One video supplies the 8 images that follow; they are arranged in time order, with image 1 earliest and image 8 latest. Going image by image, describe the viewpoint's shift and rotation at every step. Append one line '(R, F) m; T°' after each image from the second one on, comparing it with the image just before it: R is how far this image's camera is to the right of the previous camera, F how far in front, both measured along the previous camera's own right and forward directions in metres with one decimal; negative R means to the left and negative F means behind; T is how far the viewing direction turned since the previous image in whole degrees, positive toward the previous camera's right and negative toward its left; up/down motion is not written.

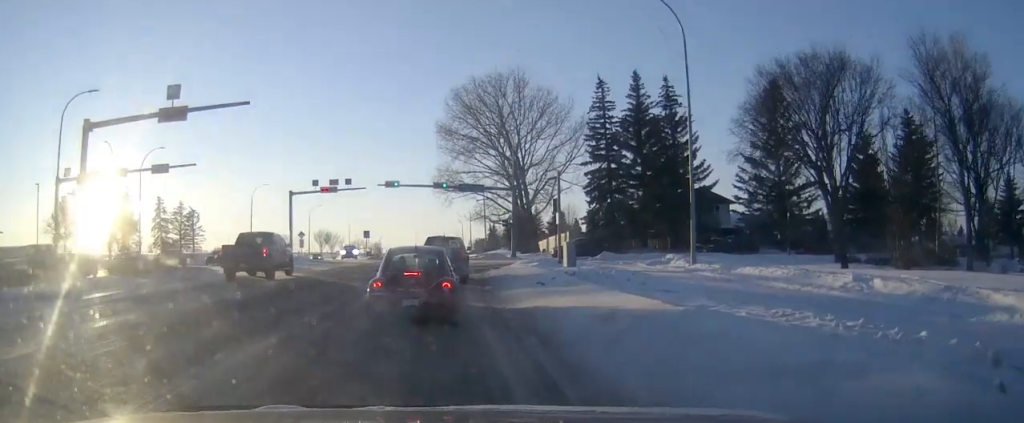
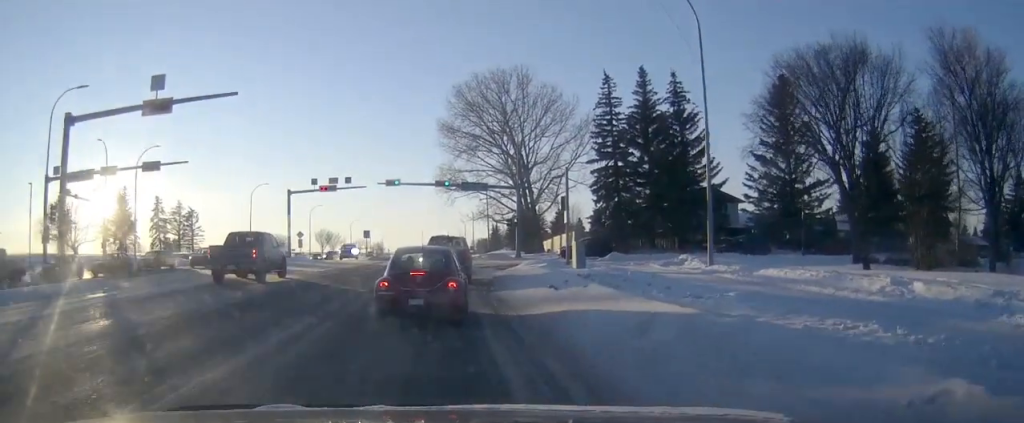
(0.0, +1.9) m; 0°
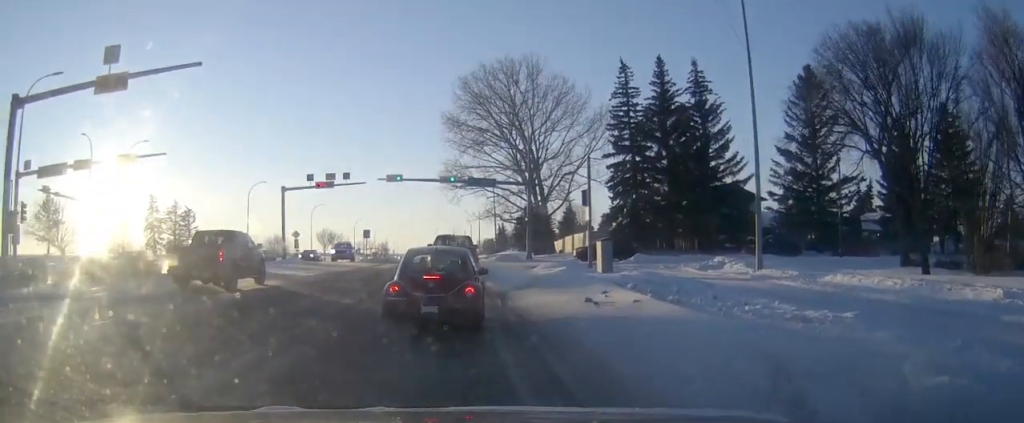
(0.0, +4.3) m; +1°
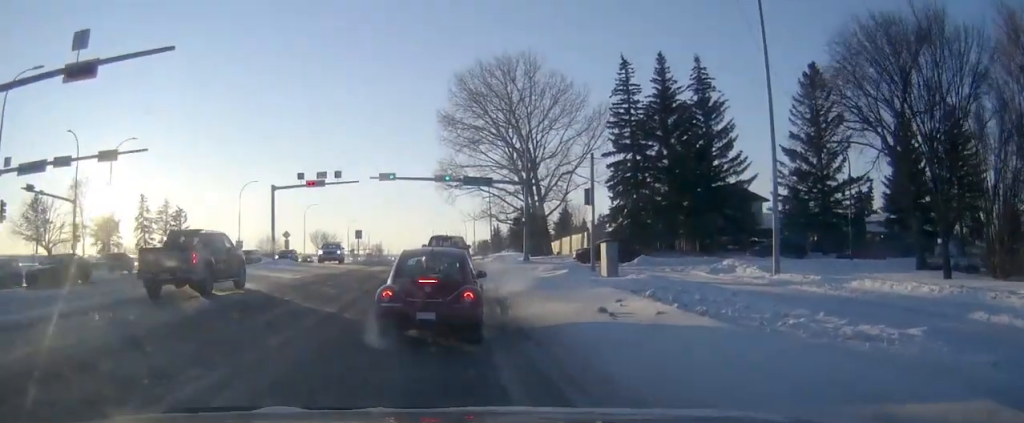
(0.0, +1.9) m; 0°
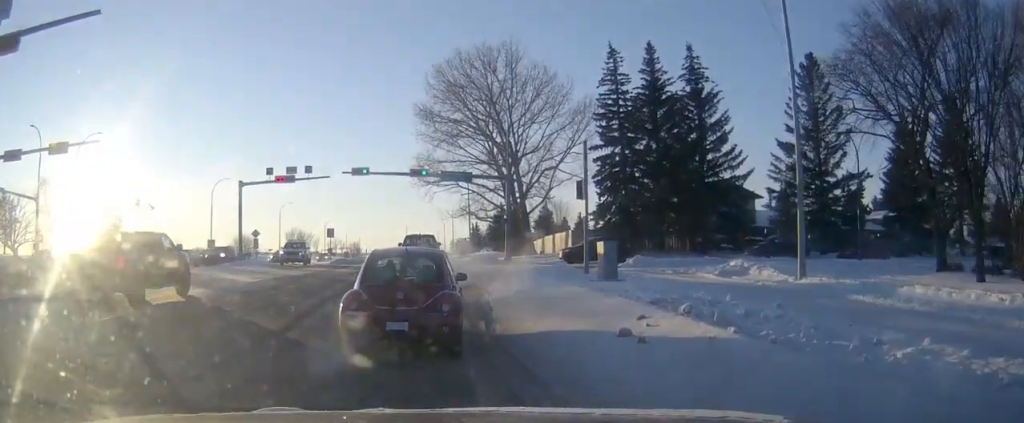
(0.0, +3.7) m; 0°
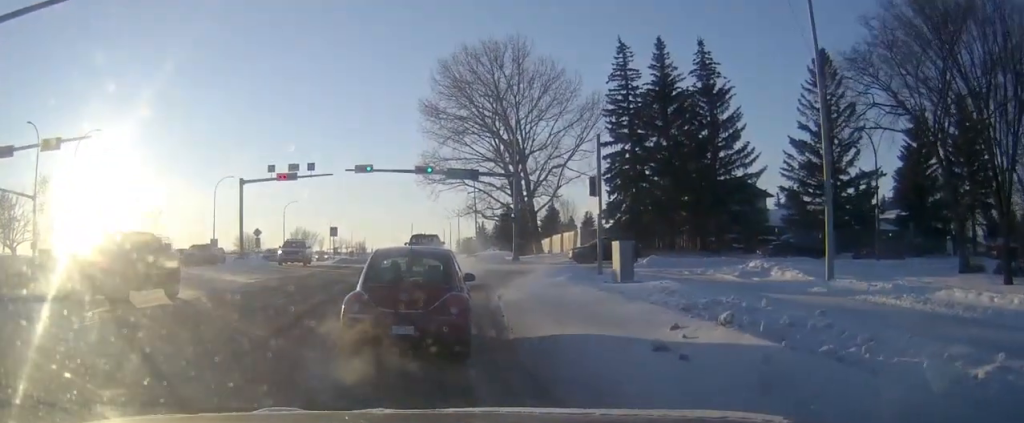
(0.0, +1.4) m; 0°
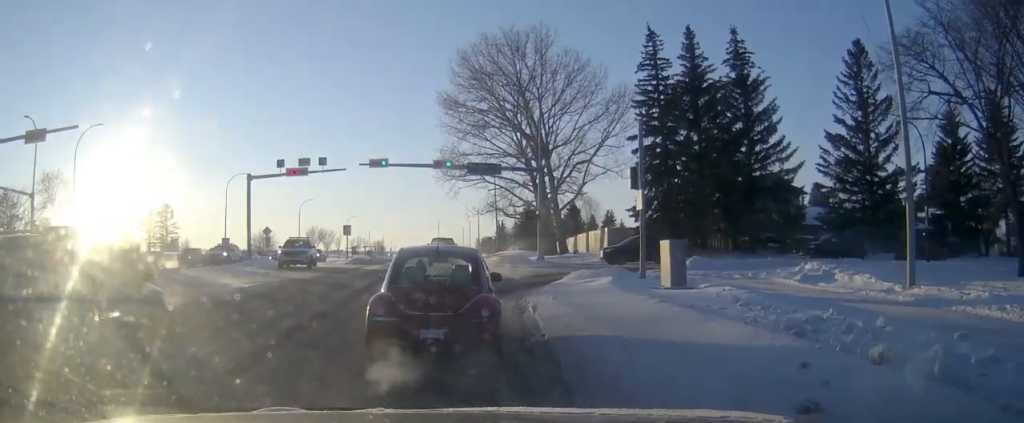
(-0.1, +4.0) m; -2°
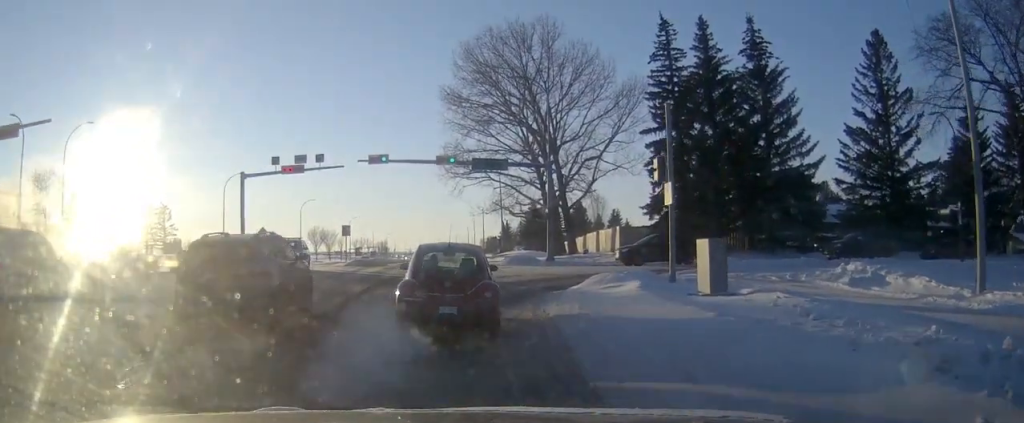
(0.0, +3.6) m; 0°
